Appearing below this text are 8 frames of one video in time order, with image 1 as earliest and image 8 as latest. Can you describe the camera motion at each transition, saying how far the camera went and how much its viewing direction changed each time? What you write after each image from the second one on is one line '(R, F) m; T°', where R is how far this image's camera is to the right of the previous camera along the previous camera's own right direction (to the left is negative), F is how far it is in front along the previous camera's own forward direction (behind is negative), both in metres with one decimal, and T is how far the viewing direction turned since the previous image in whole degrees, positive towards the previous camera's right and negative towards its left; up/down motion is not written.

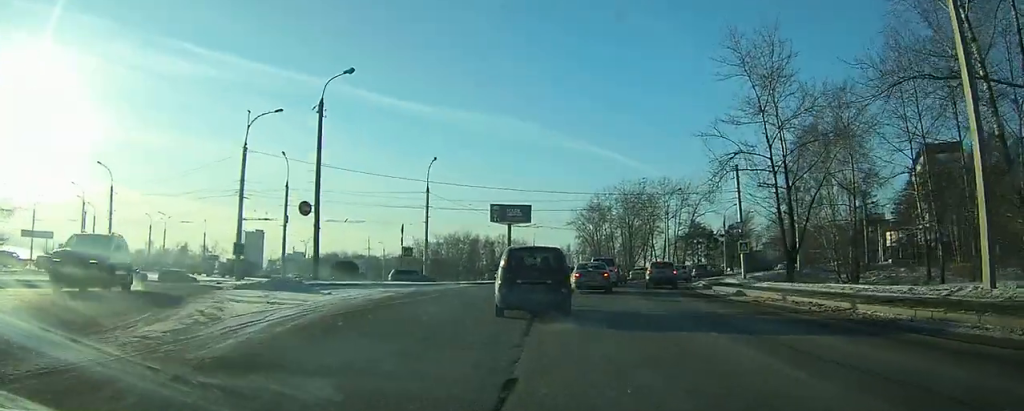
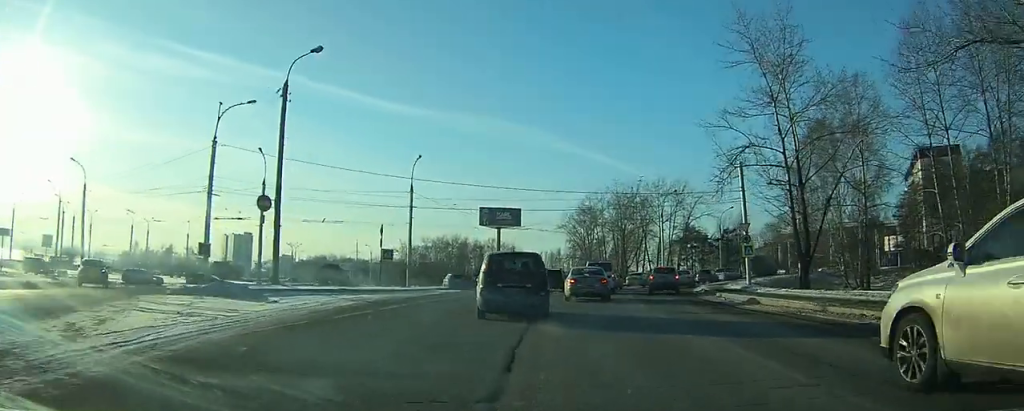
(+0.1, +3.7) m; +1°
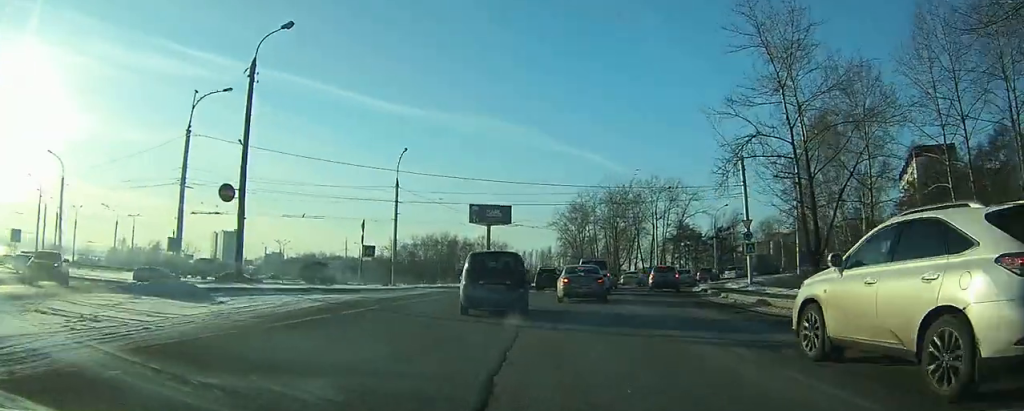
(0.0, +2.7) m; +1°
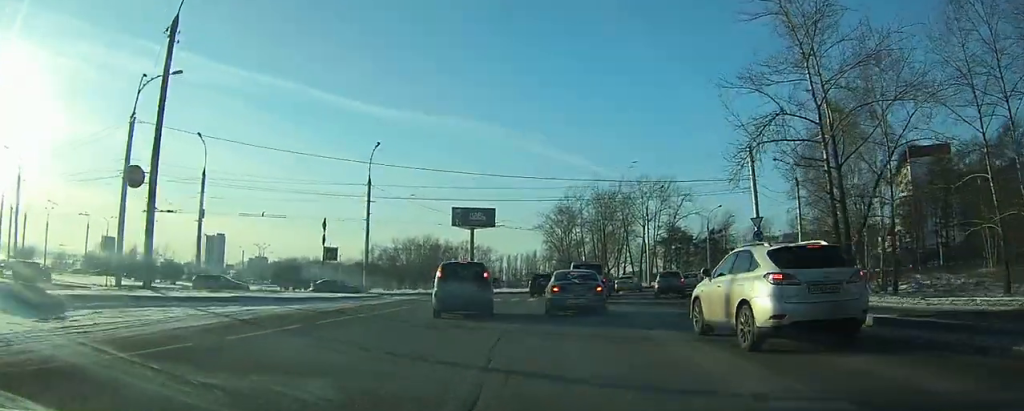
(0.0, +5.2) m; +1°
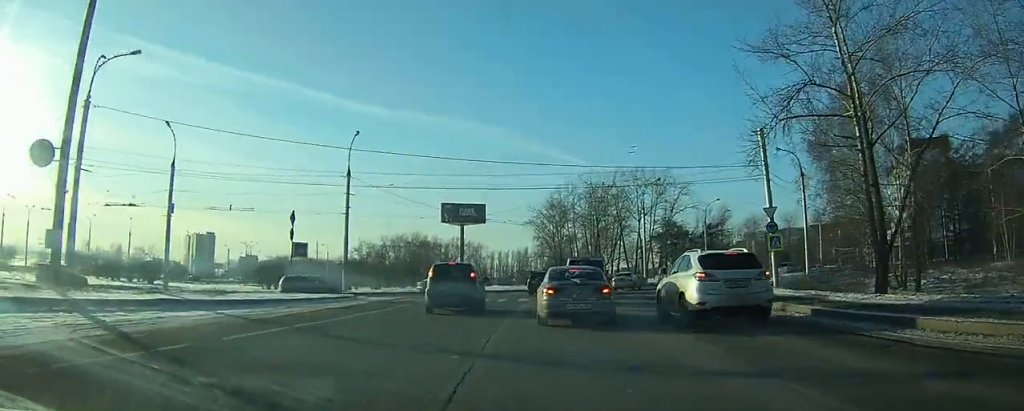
(+0.1, +3.8) m; +2°
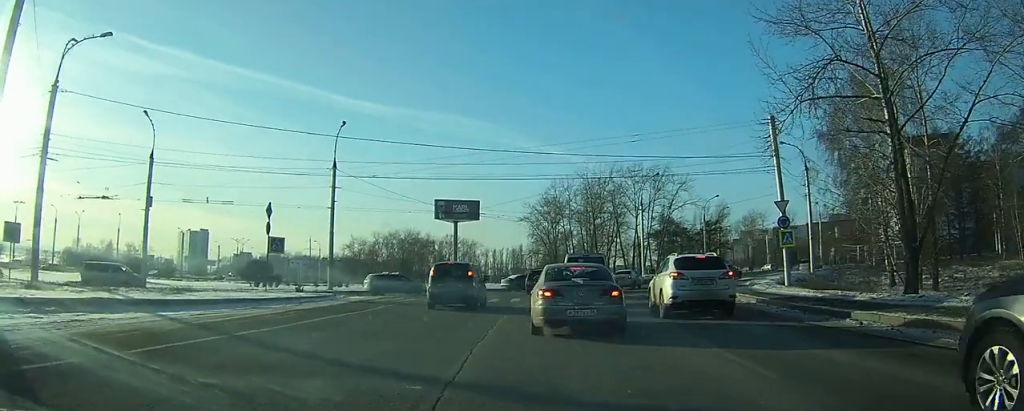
(+0.1, +2.6) m; +1°
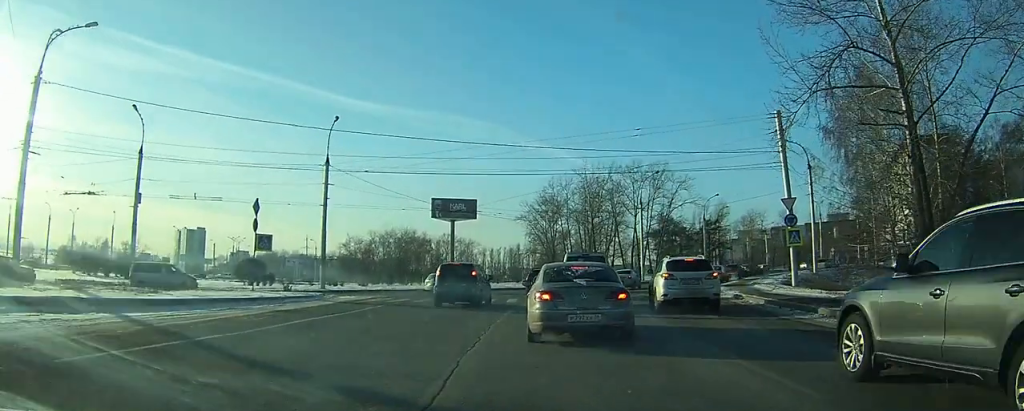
(0.0, +1.6) m; +1°
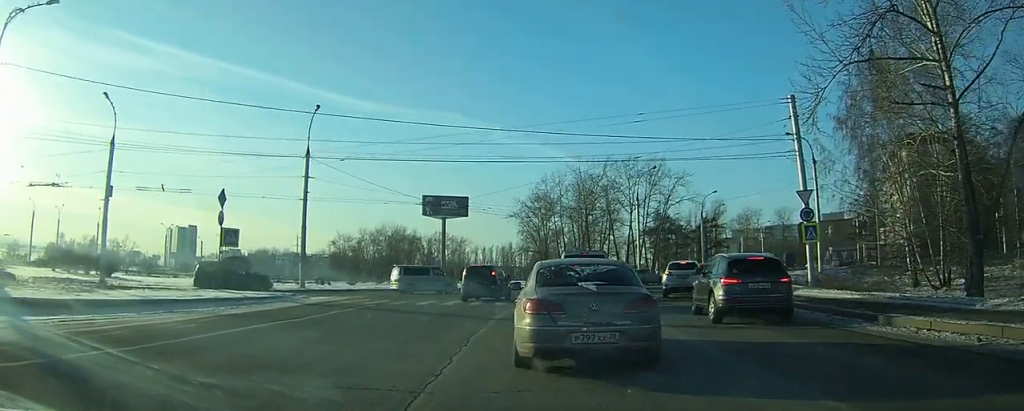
(+0.1, +3.9) m; +1°
